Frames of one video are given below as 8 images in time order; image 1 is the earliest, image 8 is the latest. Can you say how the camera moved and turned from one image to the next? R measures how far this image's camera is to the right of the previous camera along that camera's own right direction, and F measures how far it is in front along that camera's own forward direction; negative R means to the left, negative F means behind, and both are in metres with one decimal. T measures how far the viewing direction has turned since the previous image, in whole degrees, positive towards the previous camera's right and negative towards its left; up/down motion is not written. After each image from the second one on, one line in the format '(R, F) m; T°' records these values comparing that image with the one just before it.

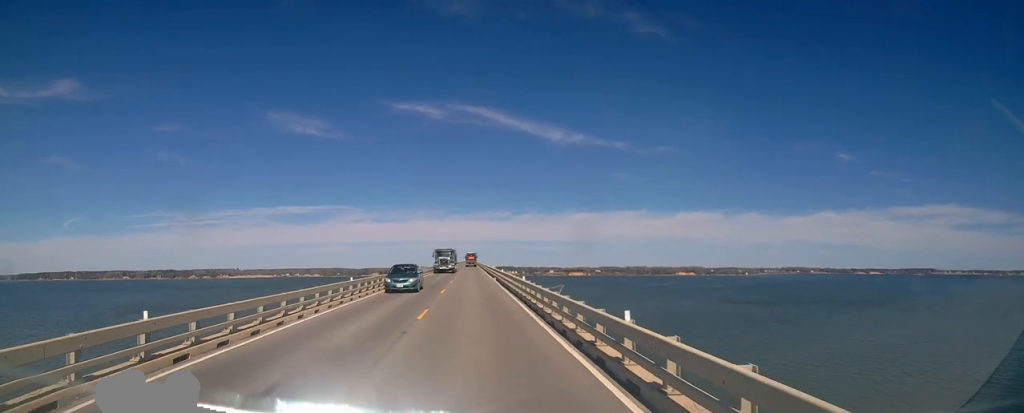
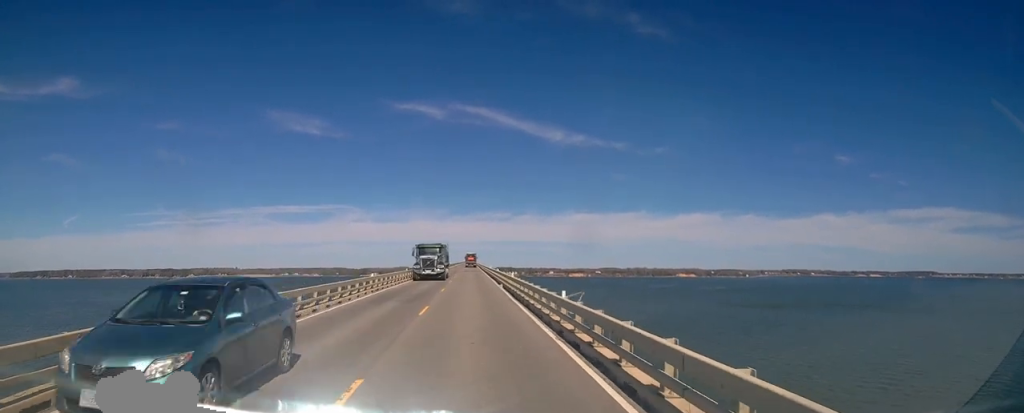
(0.0, +11.1) m; 0°
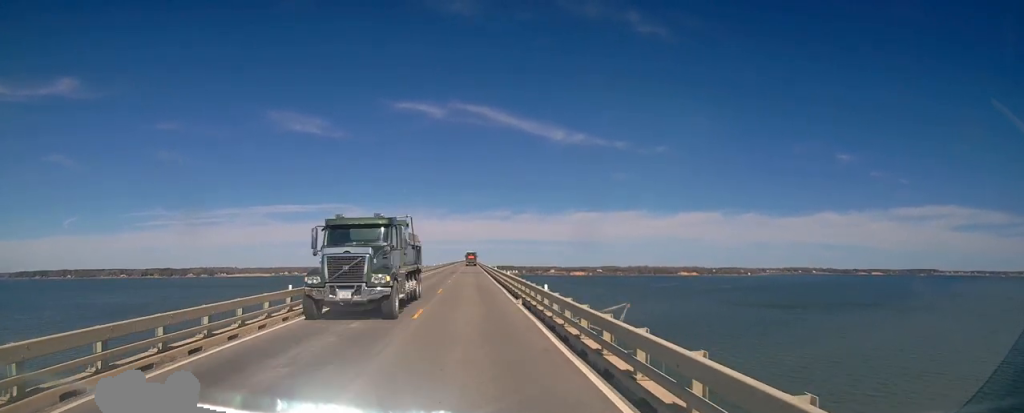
(0.0, +13.8) m; 0°
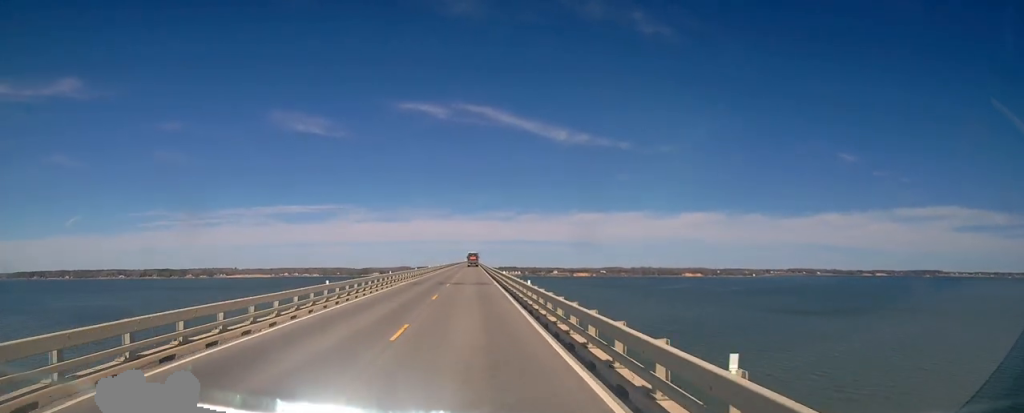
(-0.1, +28.4) m; 0°
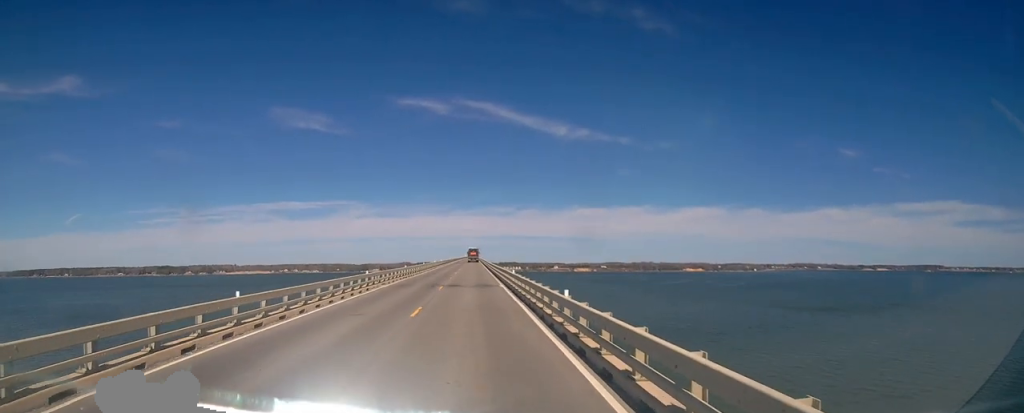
(0.0, +8.3) m; 0°
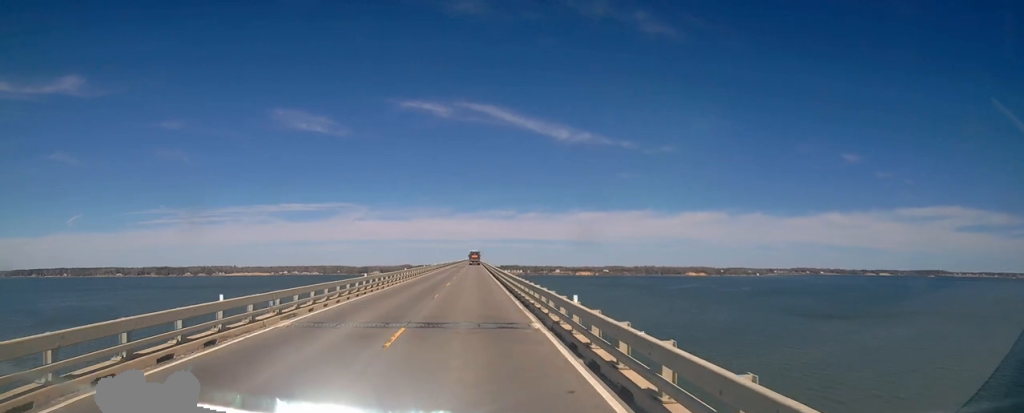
(-0.1, +17.4) m; 0°
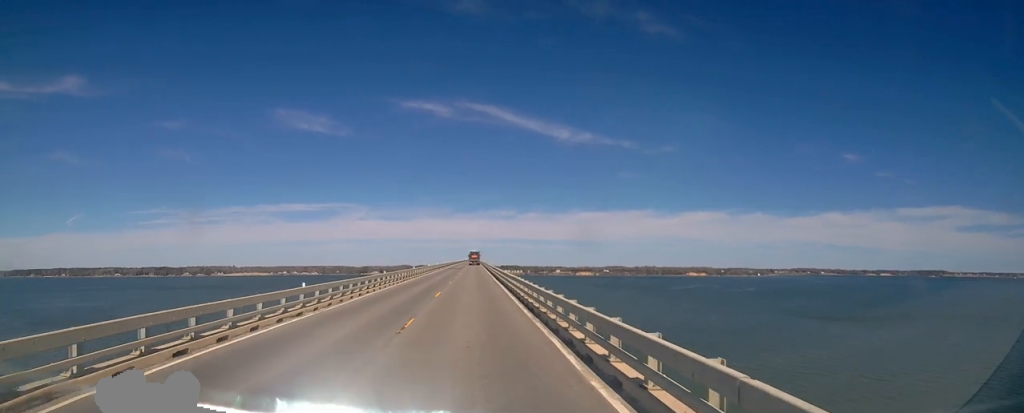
(-0.1, +10.4) m; 0°
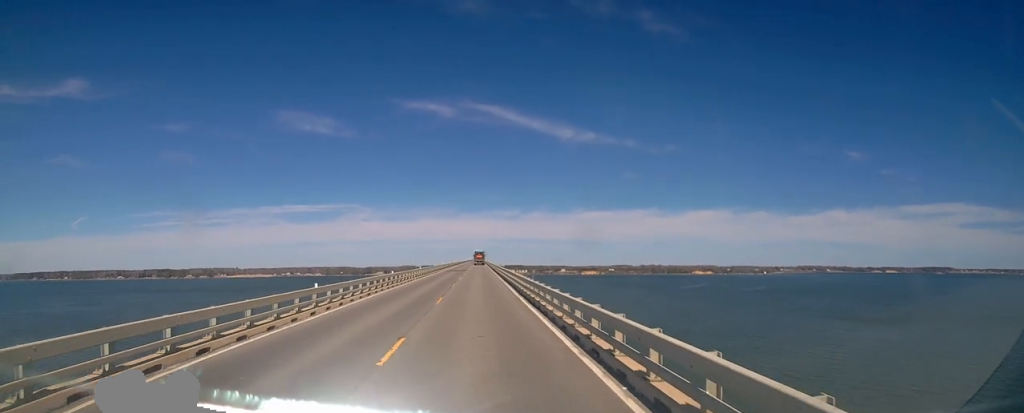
(+0.2, +16.0) m; -1°
